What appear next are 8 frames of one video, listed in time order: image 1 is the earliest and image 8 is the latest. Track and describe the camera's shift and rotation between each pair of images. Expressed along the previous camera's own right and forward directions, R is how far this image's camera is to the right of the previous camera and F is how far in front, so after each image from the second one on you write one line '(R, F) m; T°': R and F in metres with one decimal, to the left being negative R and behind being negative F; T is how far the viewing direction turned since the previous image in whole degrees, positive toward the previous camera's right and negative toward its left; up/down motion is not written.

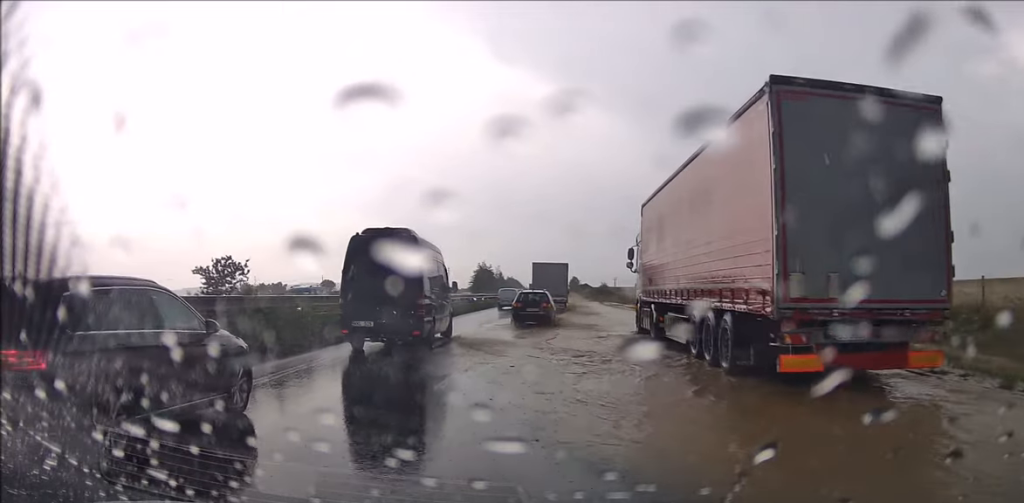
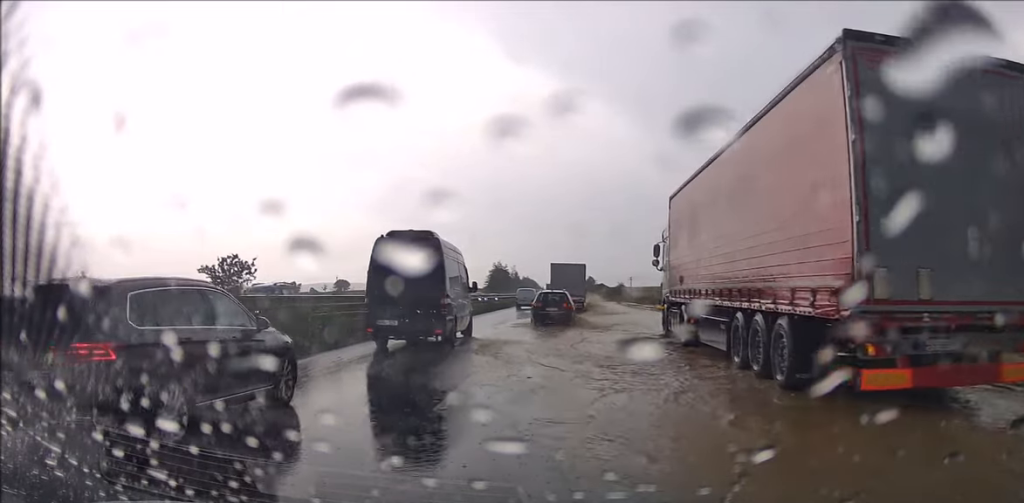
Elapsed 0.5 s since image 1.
(0.0, +1.8) m; 0°
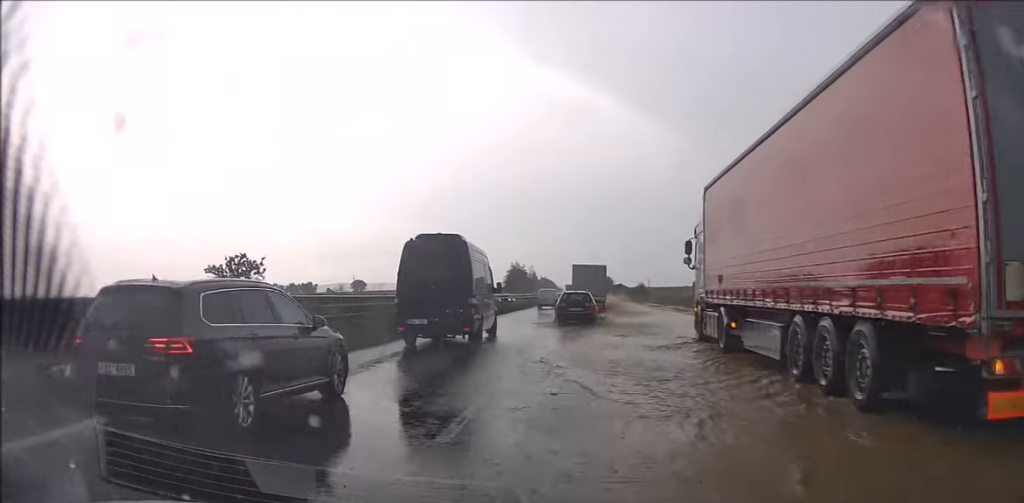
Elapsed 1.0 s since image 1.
(0.0, +1.9) m; 0°
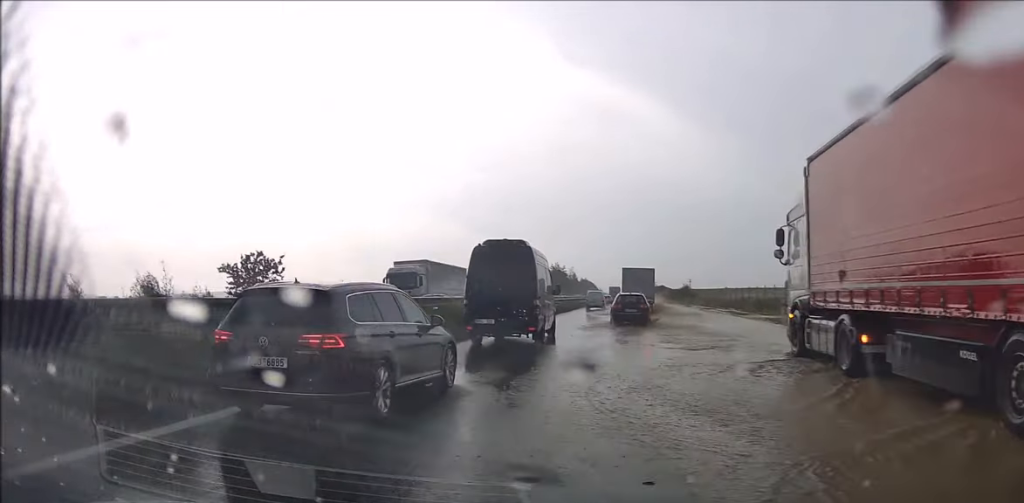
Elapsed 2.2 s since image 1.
(0.0, +4.3) m; 0°
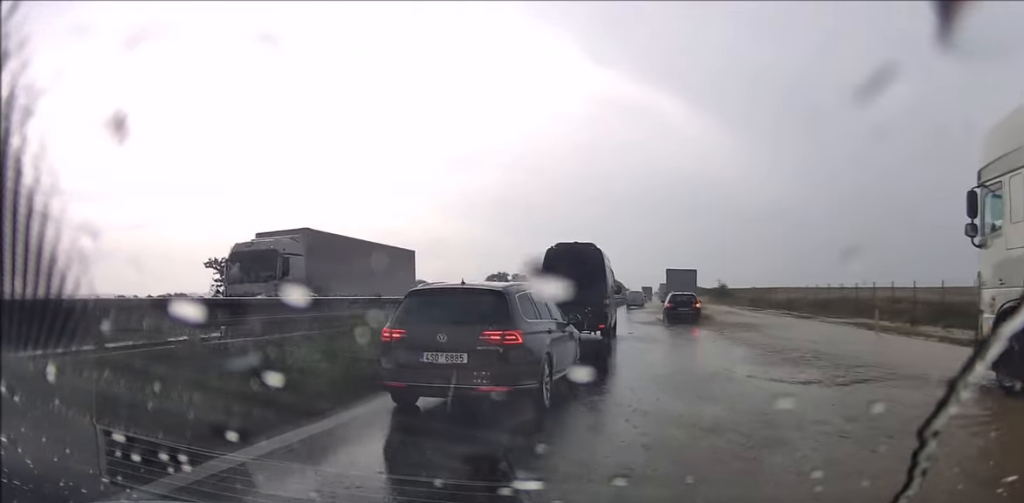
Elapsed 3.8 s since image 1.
(0.0, +6.5) m; 0°
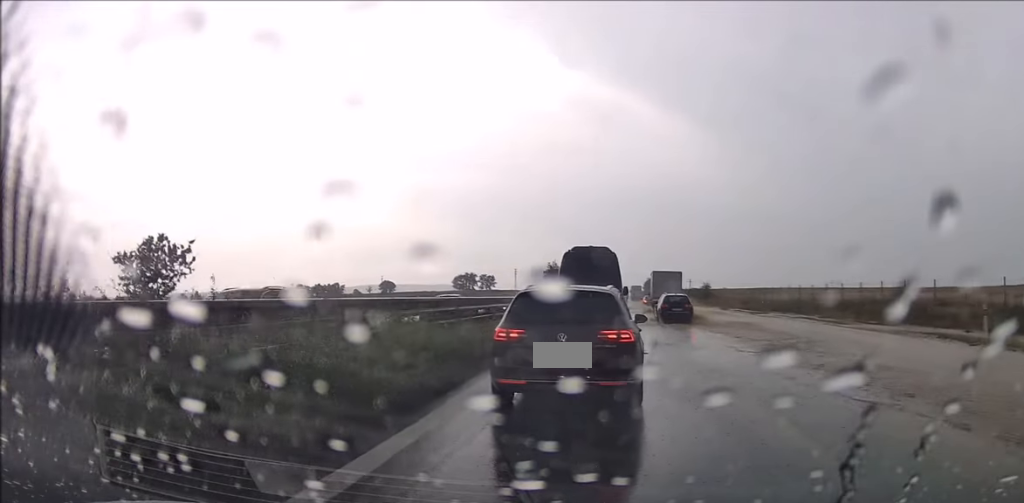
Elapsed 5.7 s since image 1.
(-0.2, +8.0) m; -3°
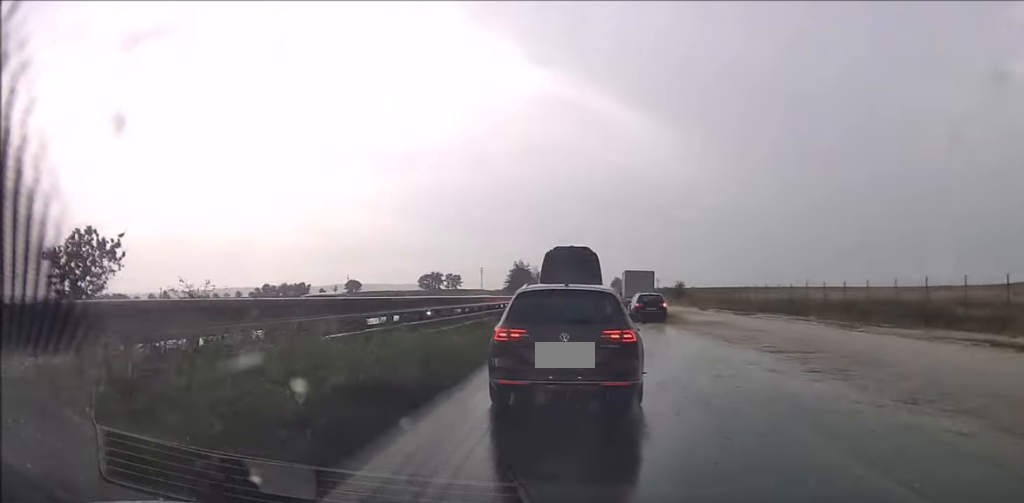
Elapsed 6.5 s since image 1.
(-0.1, +4.1) m; 0°
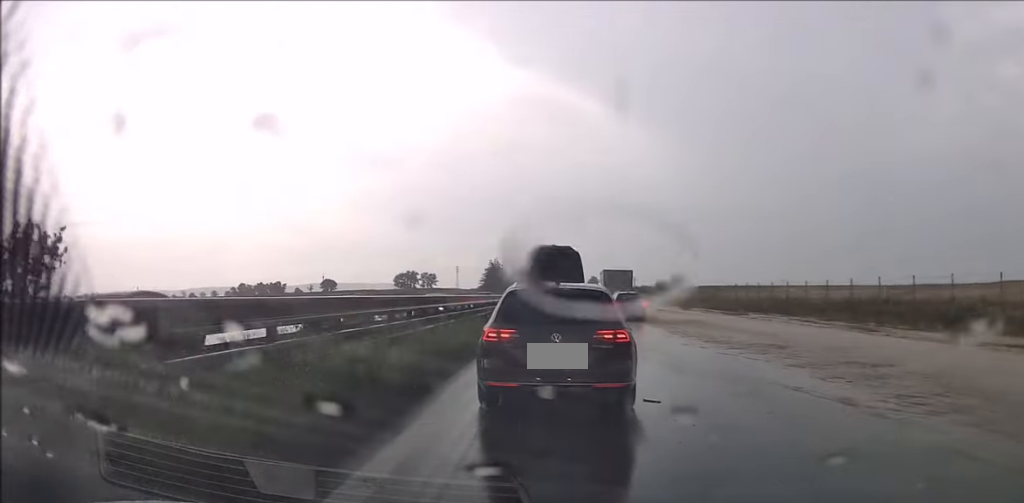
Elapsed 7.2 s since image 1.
(0.0, +3.1) m; +2°
